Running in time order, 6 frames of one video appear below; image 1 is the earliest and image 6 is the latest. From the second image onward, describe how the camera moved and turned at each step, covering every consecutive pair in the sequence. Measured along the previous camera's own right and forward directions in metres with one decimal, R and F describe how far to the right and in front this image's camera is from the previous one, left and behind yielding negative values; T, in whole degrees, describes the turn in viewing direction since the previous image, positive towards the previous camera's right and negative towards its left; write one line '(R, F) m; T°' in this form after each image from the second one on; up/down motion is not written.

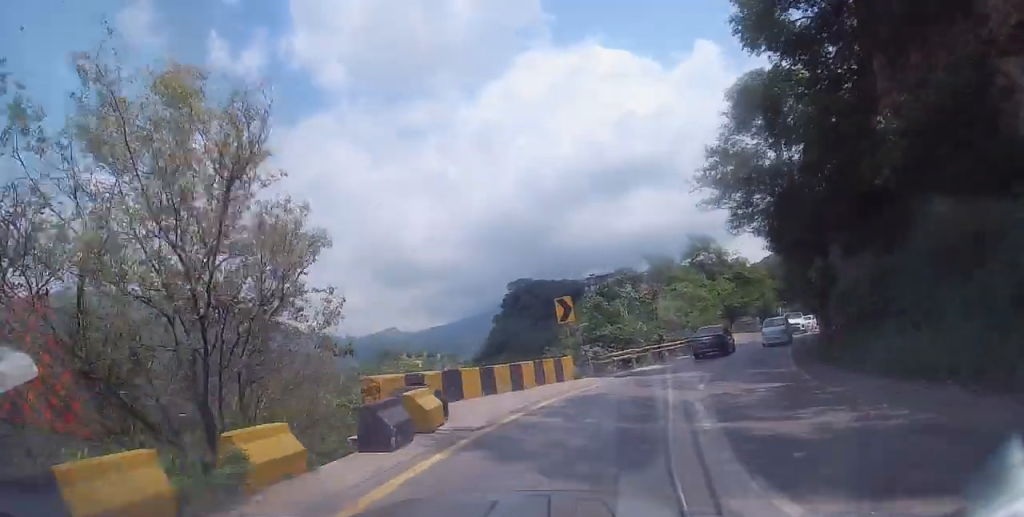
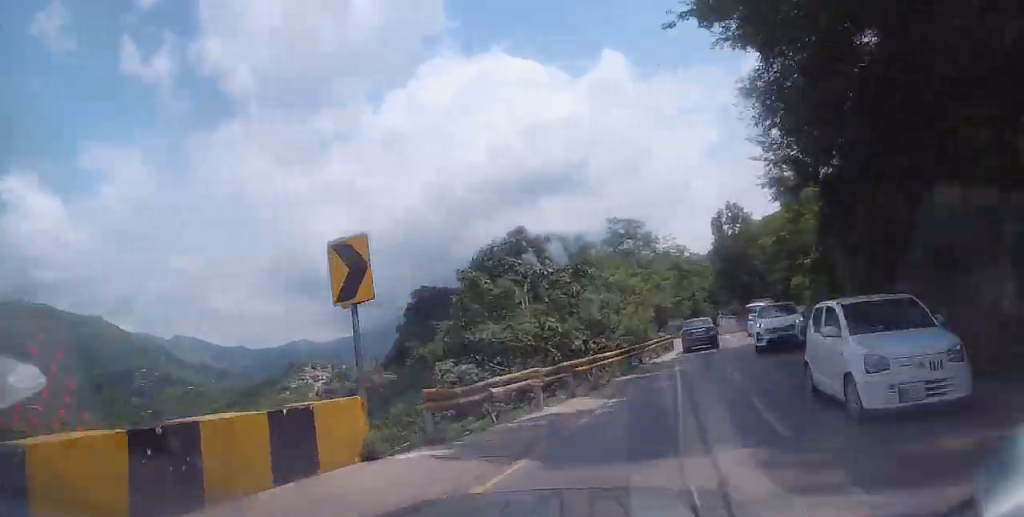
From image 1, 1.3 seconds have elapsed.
(+0.9, +14.5) m; +8°
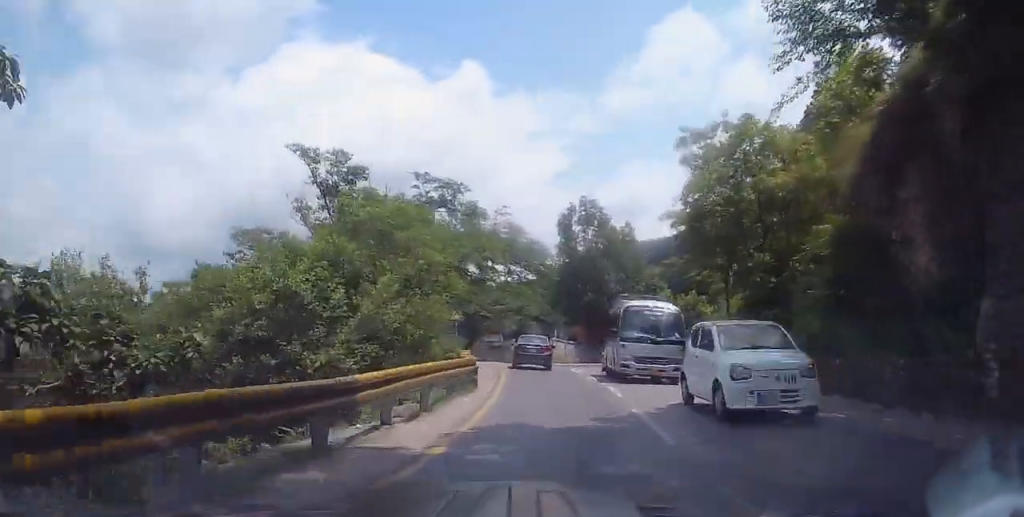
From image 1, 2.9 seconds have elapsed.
(+1.9, +18.2) m; +11°
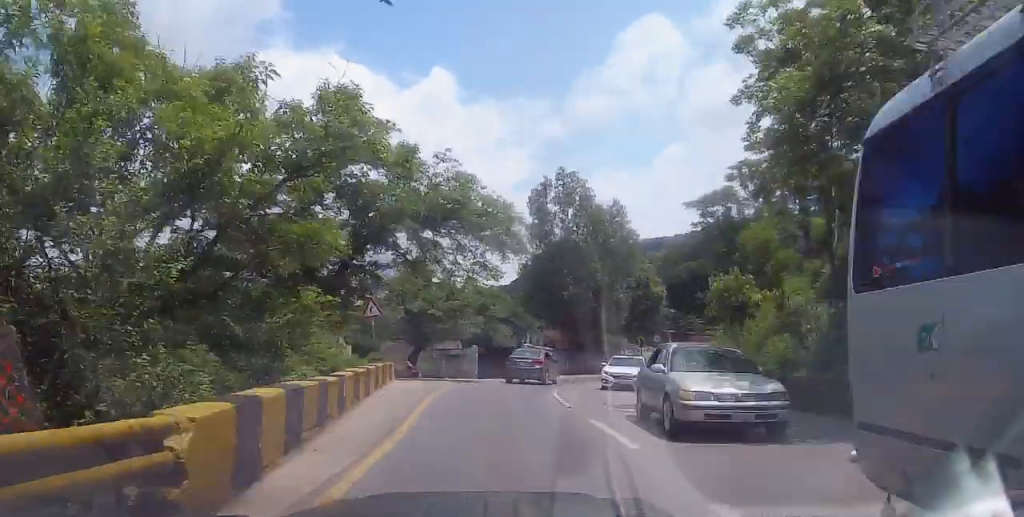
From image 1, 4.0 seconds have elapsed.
(+0.5, +12.3) m; +1°
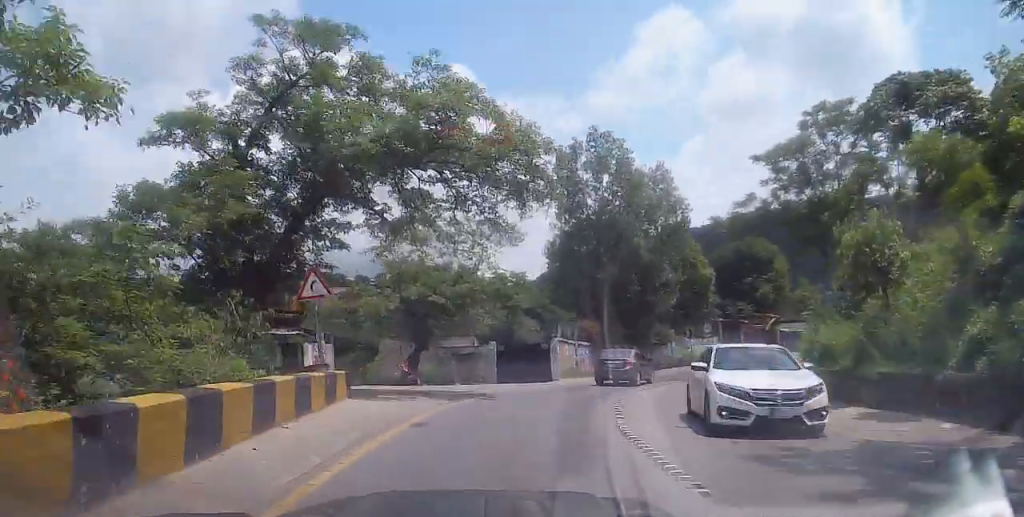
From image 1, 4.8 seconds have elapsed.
(0.0, +8.4) m; -1°
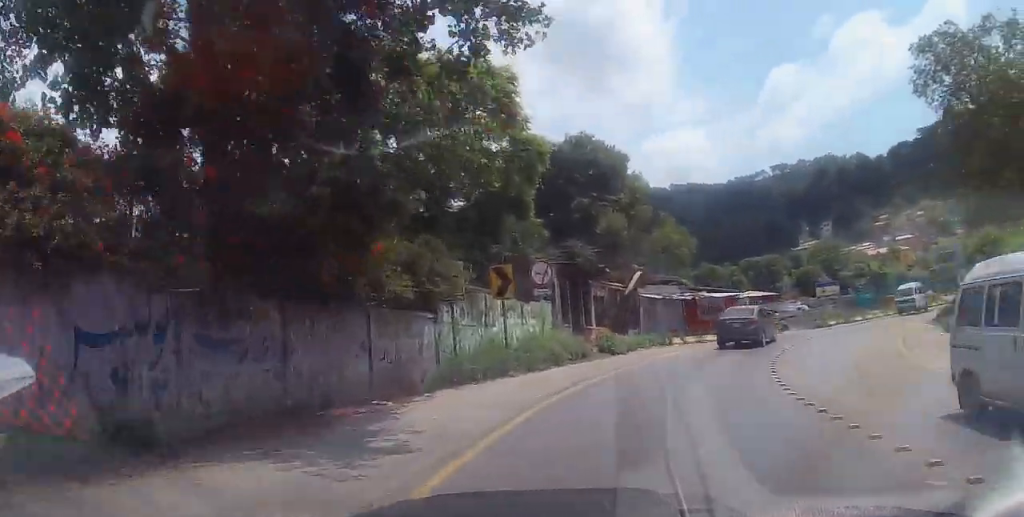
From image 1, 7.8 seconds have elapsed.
(+4.8, +32.4) m; +25°
